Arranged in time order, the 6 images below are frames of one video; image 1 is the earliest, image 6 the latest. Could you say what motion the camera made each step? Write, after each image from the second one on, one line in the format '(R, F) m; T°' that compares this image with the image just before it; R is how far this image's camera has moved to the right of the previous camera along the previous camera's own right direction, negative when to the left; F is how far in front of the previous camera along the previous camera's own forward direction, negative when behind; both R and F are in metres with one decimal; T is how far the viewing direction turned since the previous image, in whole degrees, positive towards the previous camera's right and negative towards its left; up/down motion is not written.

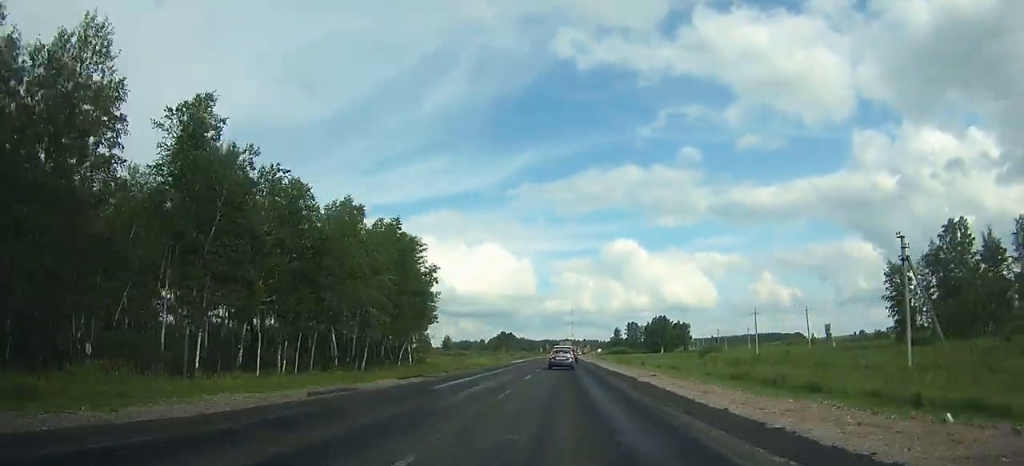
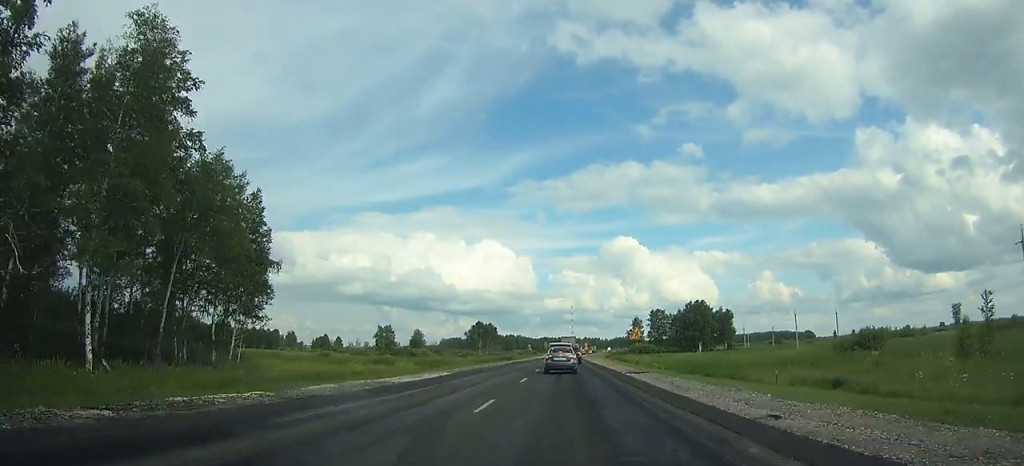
(+0.6, +59.3) m; +3°
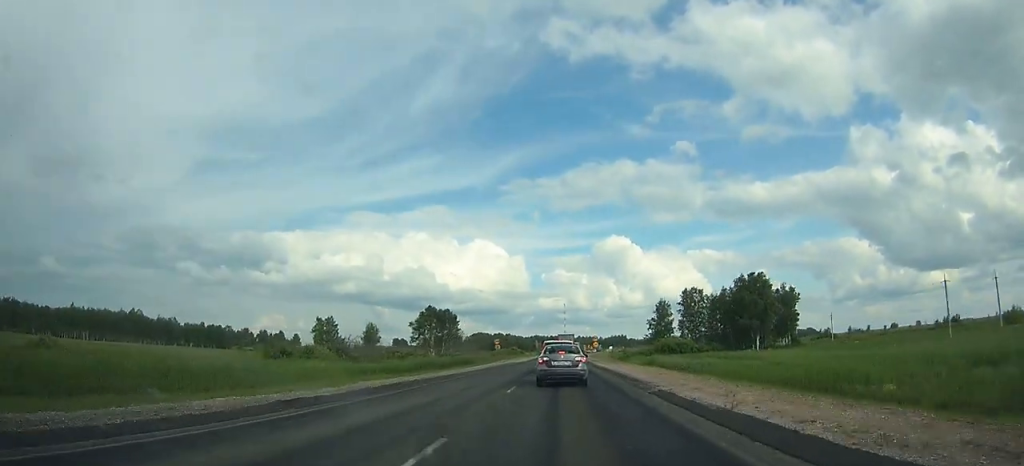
(+0.6, +51.2) m; 0°
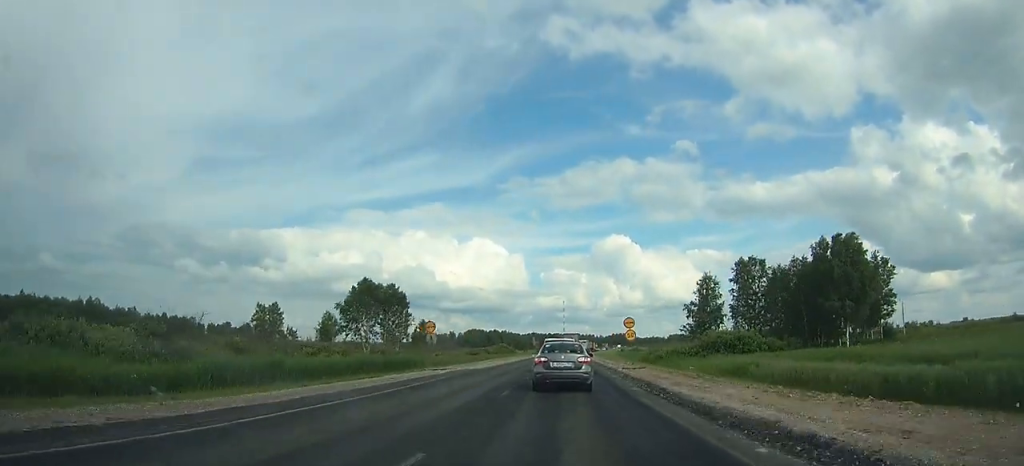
(-0.1, +39.4) m; 0°
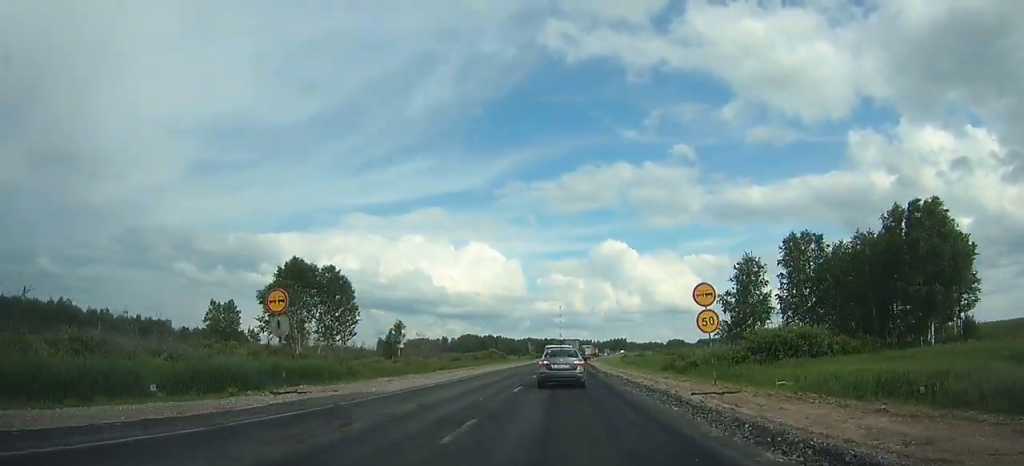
(0.0, +21.6) m; -1°
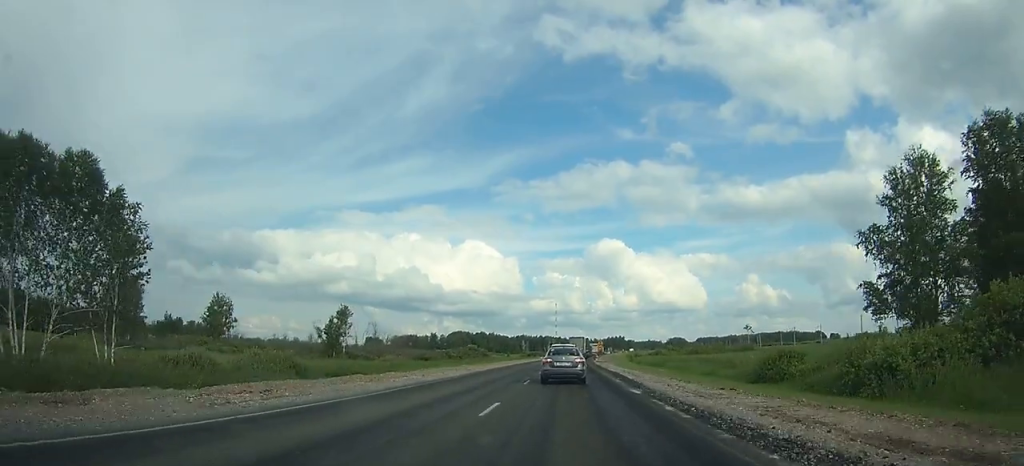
(-0.3, +32.1) m; 0°
